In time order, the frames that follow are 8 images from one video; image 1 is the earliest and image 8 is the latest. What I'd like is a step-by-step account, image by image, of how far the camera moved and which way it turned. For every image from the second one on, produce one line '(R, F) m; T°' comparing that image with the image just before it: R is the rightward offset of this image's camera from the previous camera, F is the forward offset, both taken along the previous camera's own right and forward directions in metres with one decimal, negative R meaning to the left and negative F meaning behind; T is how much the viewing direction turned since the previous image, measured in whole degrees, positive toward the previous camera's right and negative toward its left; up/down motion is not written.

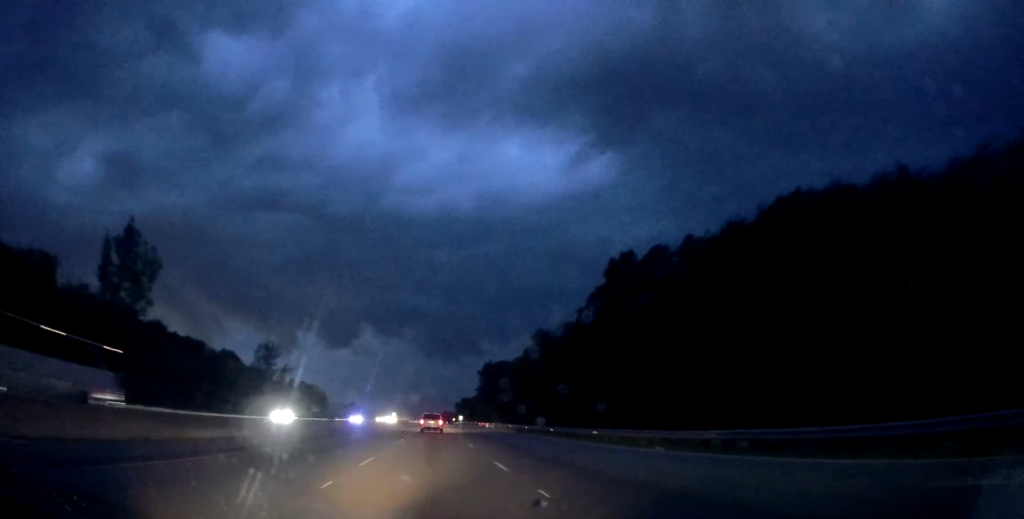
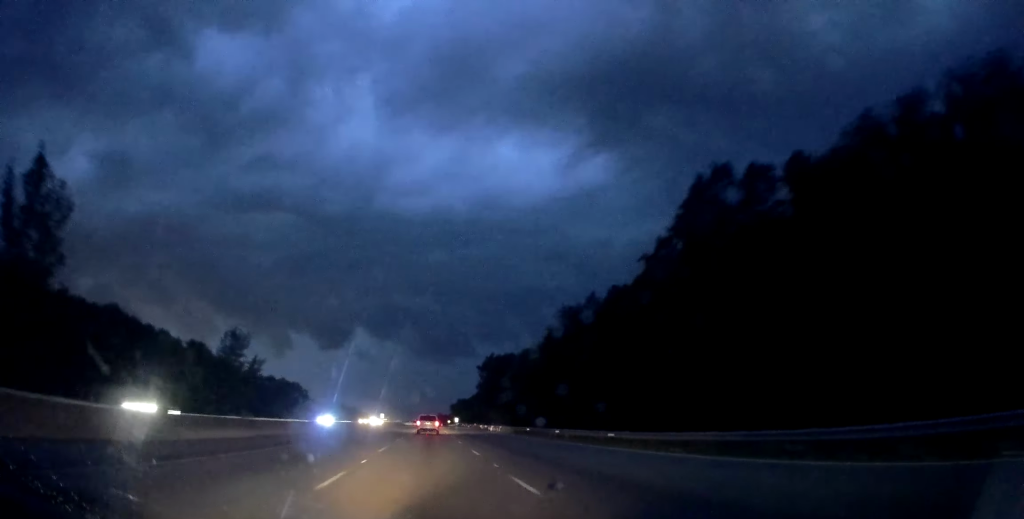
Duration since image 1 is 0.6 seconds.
(0.0, +17.6) m; +1°
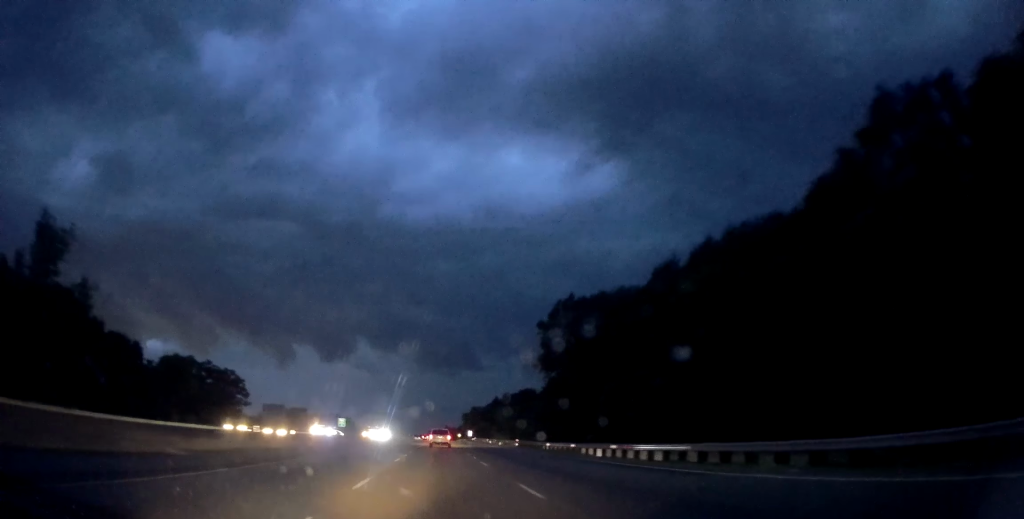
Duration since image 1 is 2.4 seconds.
(+1.5, +57.5) m; +1°
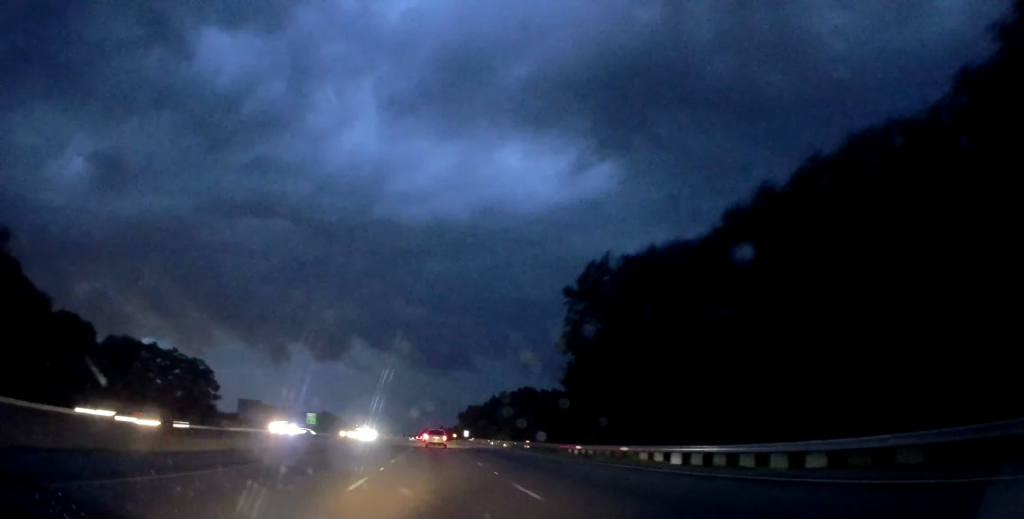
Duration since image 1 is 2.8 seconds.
(-0.2, +12.3) m; 0°
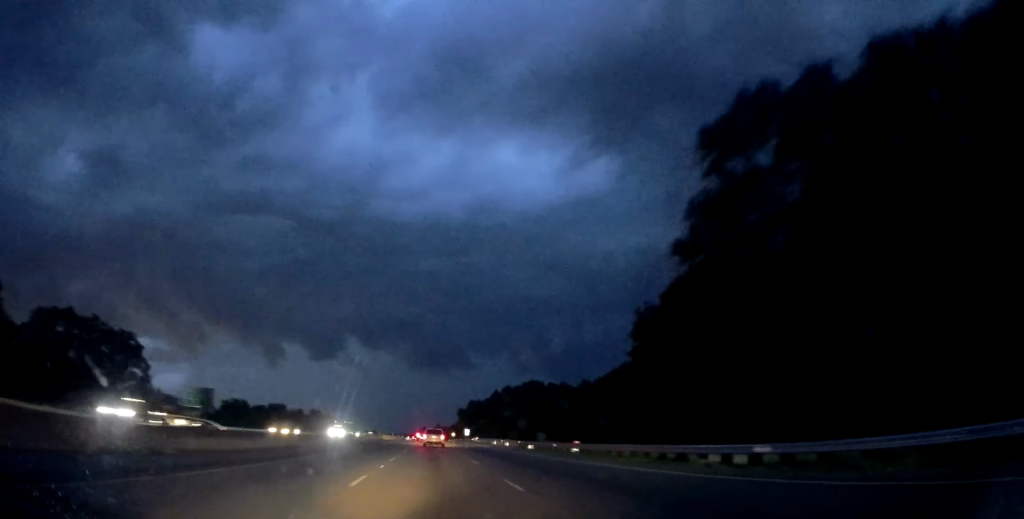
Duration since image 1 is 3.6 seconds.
(-0.1, +22.5) m; +1°
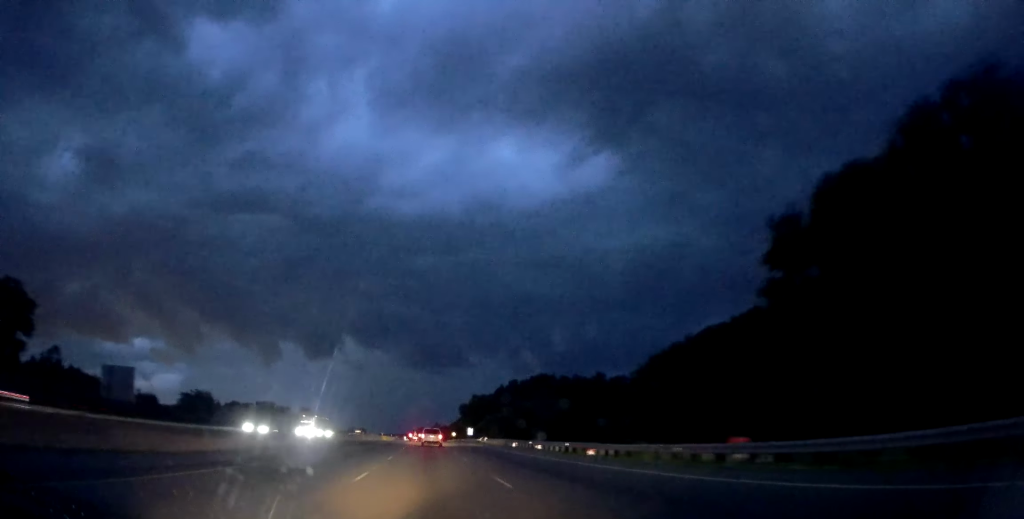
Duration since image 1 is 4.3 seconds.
(+0.2, +22.5) m; +1°
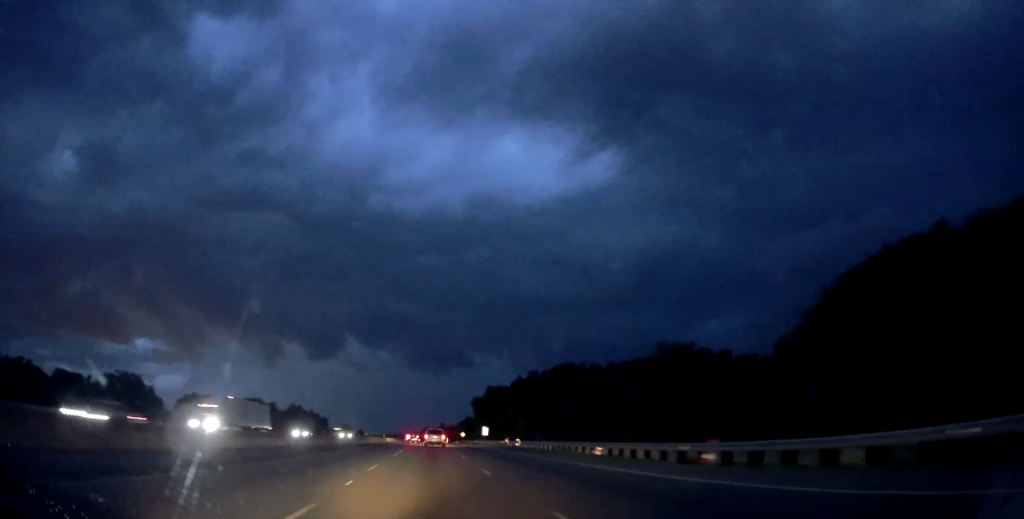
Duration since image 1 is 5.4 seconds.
(+0.6, +32.9) m; 0°
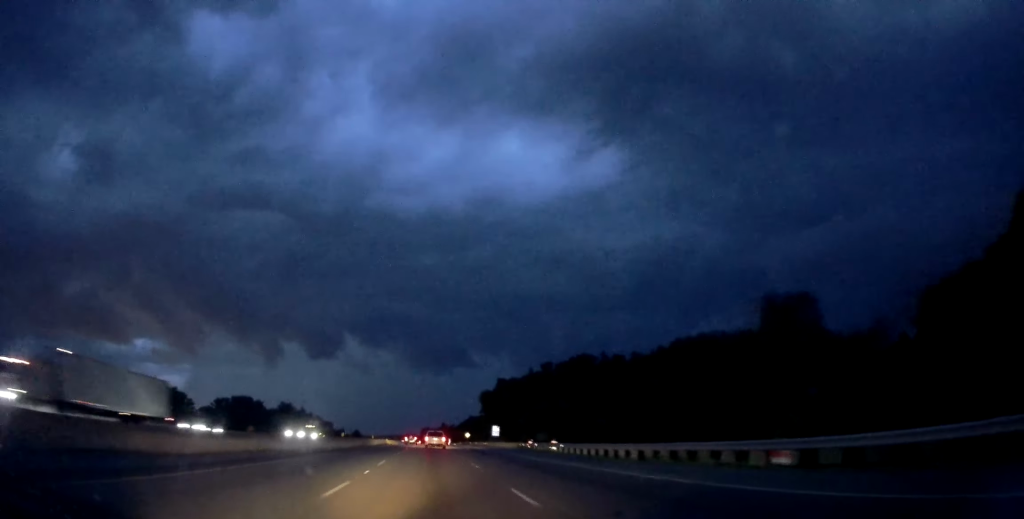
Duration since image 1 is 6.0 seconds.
(-0.4, +19.6) m; -1°
